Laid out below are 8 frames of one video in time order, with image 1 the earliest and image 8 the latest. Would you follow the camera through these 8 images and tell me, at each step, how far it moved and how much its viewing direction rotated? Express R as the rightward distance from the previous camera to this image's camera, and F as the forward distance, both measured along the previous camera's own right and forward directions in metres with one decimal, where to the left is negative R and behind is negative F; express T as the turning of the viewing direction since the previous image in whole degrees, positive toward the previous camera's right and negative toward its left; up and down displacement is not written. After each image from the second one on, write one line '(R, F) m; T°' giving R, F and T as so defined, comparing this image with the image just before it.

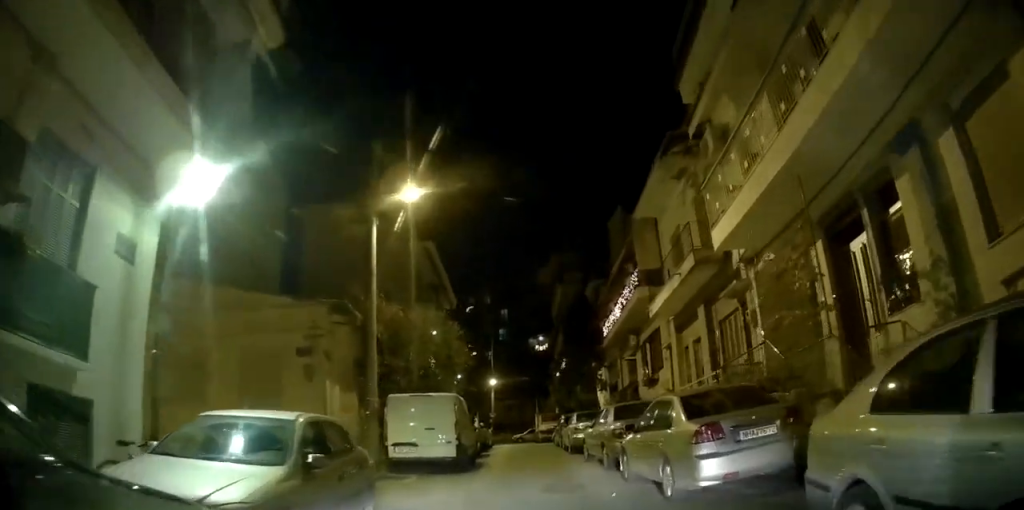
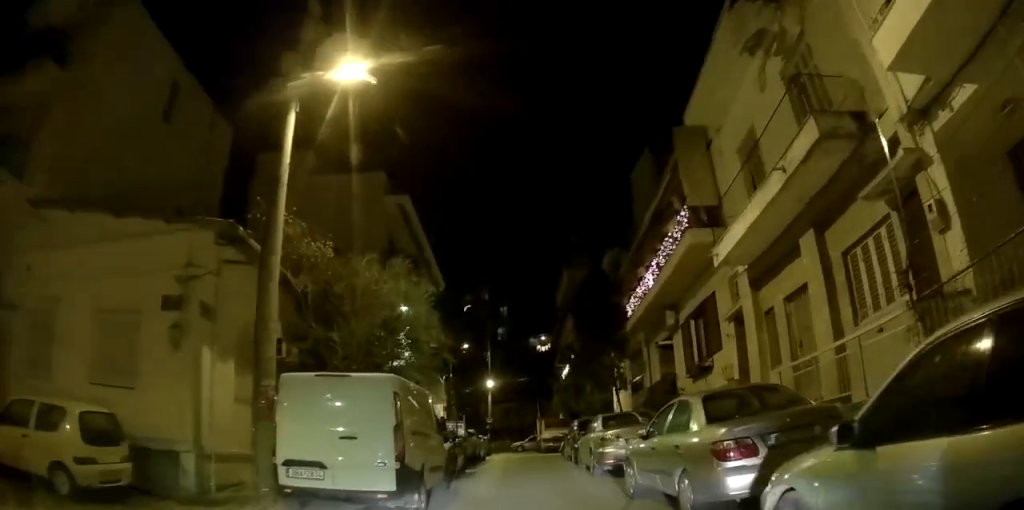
(-0.5, +6.1) m; -4°
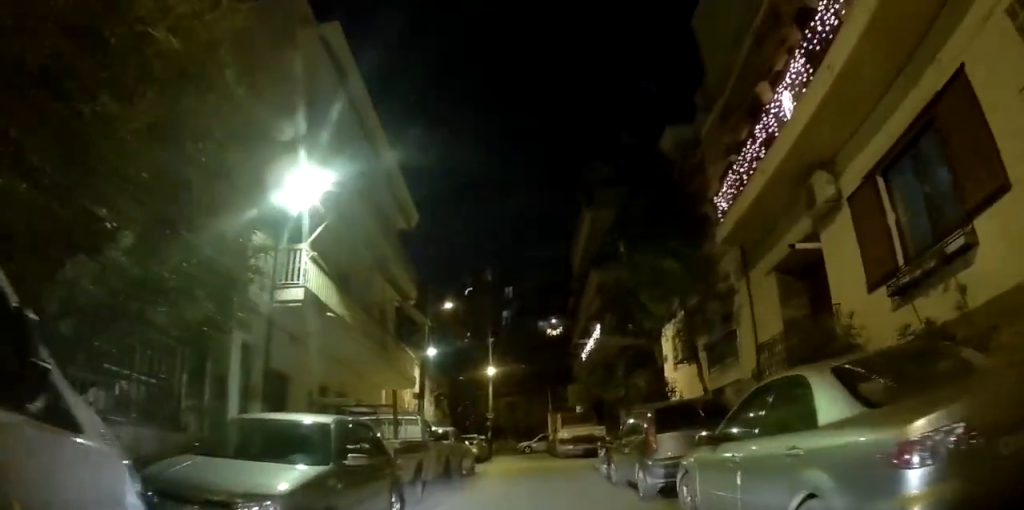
(0.0, +8.8) m; 0°
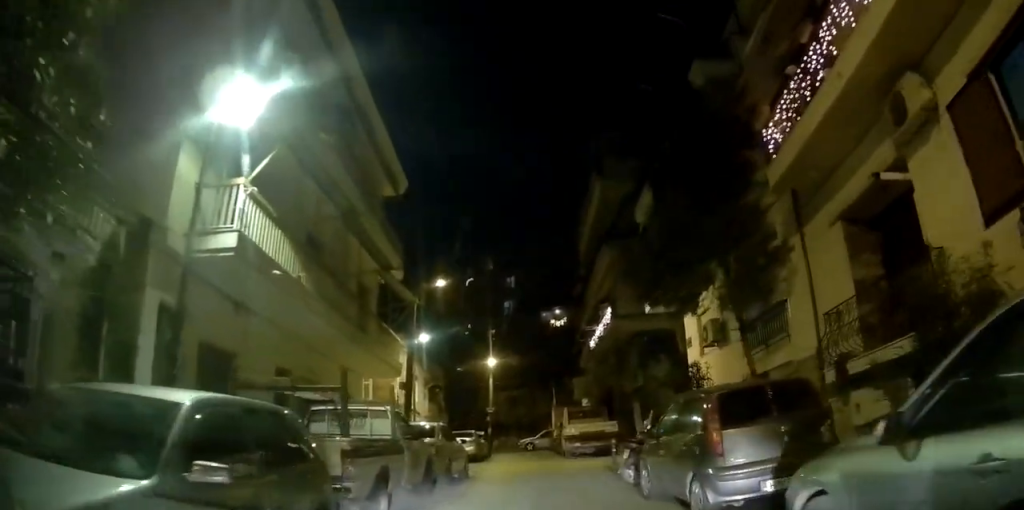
(0.0, +2.4) m; 0°
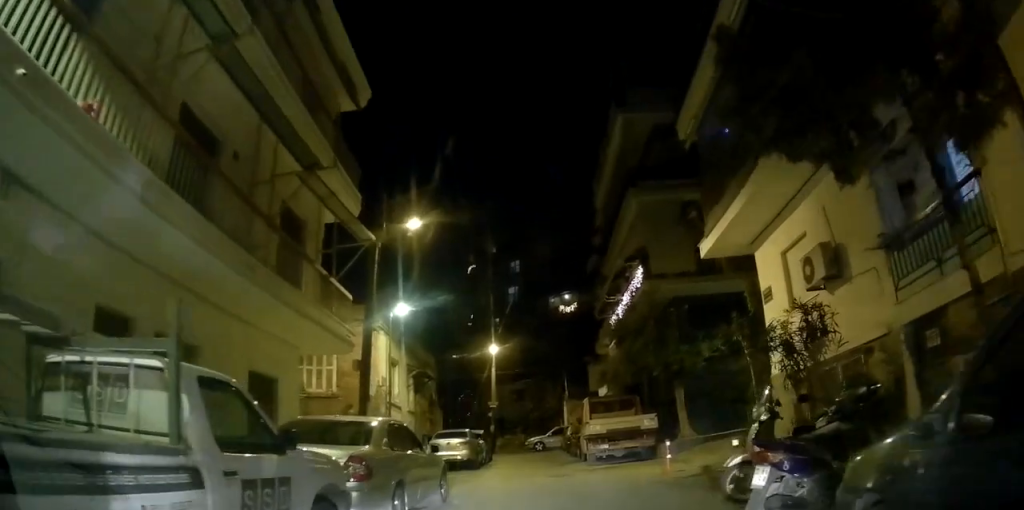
(0.0, +5.1) m; +4°
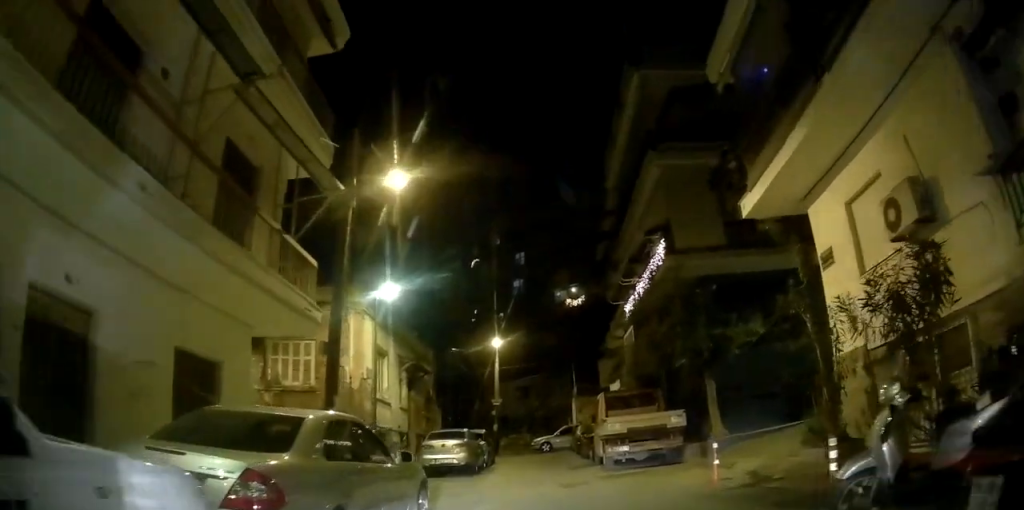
(0.0, +2.3) m; +2°
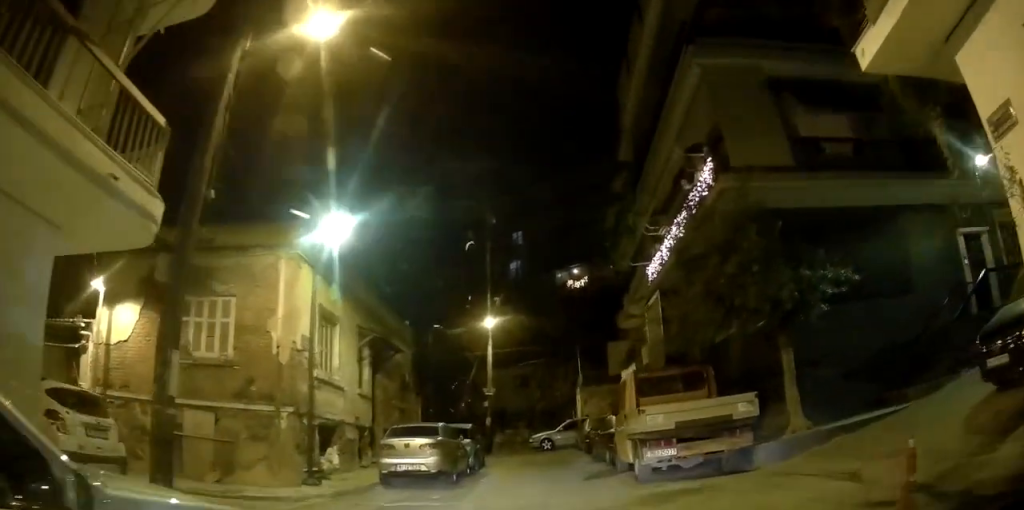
(+0.3, +4.6) m; +3°
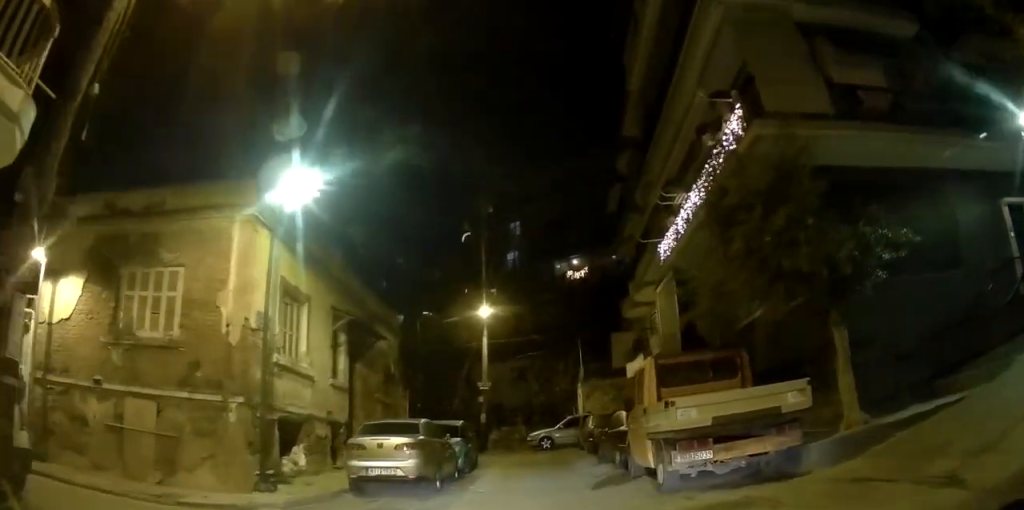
(-0.1, +2.1) m; 0°
